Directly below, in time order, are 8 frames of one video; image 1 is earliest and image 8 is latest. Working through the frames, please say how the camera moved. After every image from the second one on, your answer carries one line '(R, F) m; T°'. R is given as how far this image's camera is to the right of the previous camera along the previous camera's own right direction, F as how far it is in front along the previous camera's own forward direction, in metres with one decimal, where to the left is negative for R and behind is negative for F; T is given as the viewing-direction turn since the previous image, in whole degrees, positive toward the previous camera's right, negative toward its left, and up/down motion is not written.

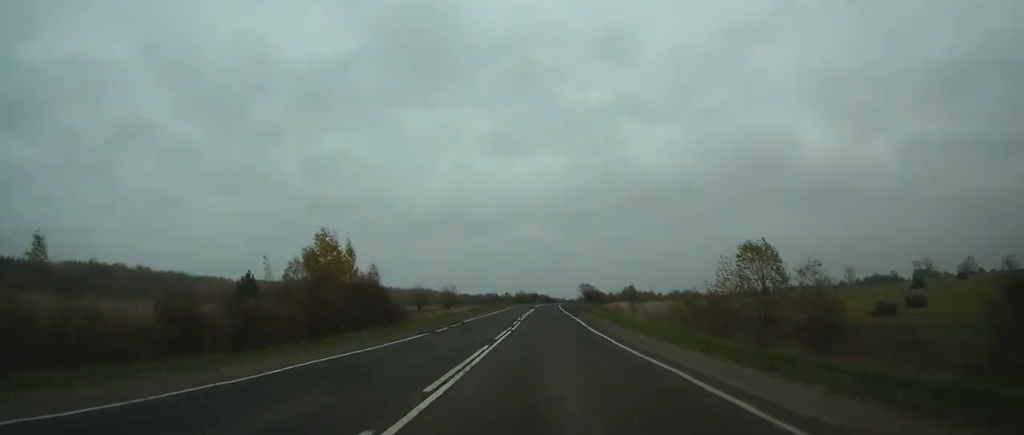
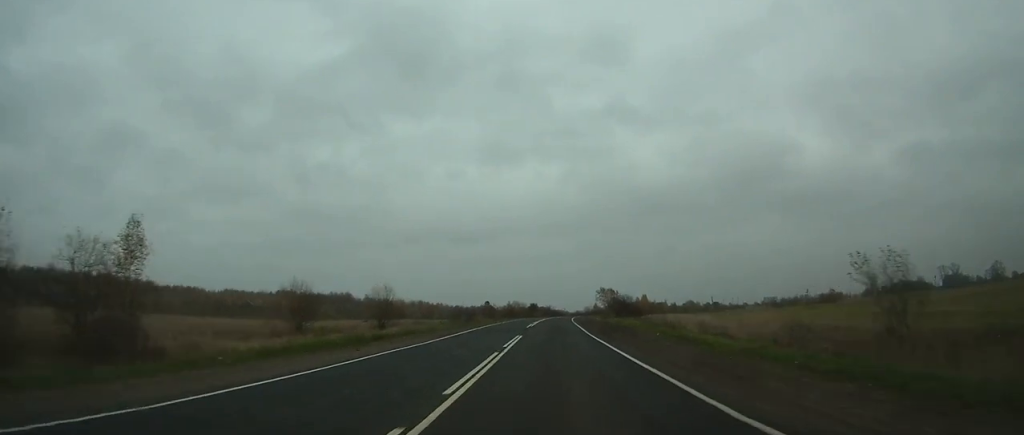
(+0.1, +45.2) m; 0°
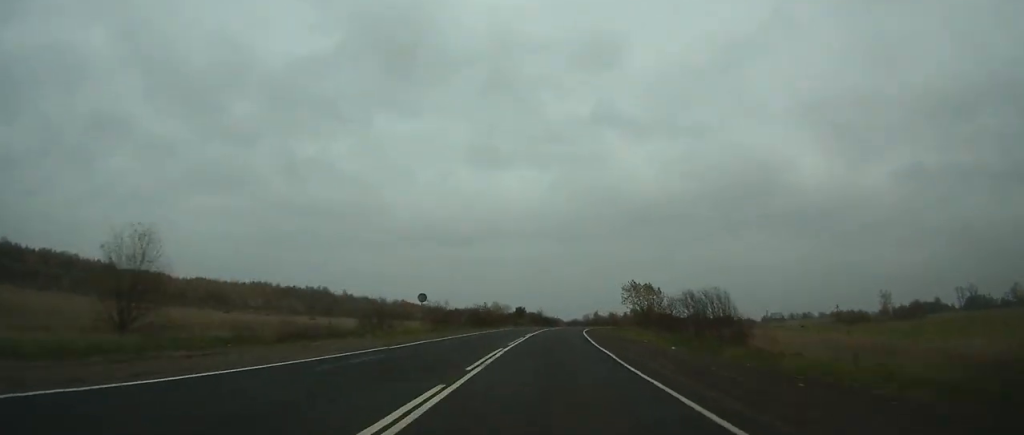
(+0.1, +39.4) m; +1°
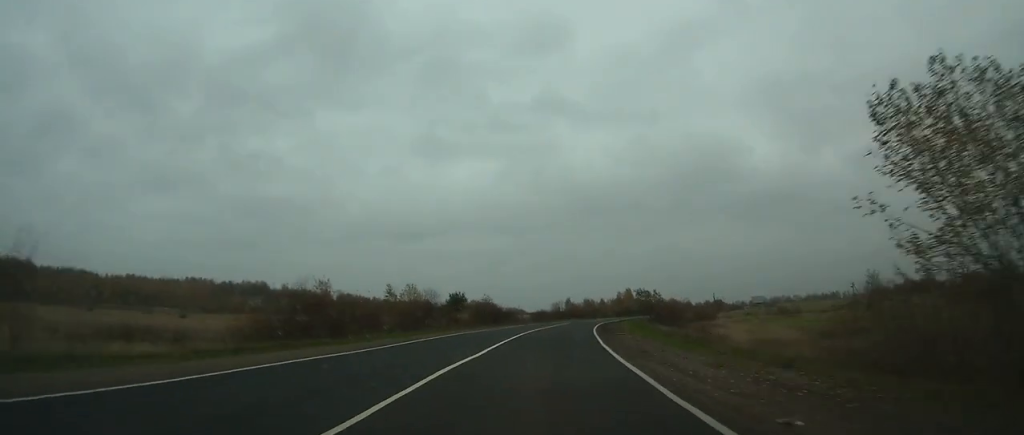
(+0.7, +49.9) m; +3°
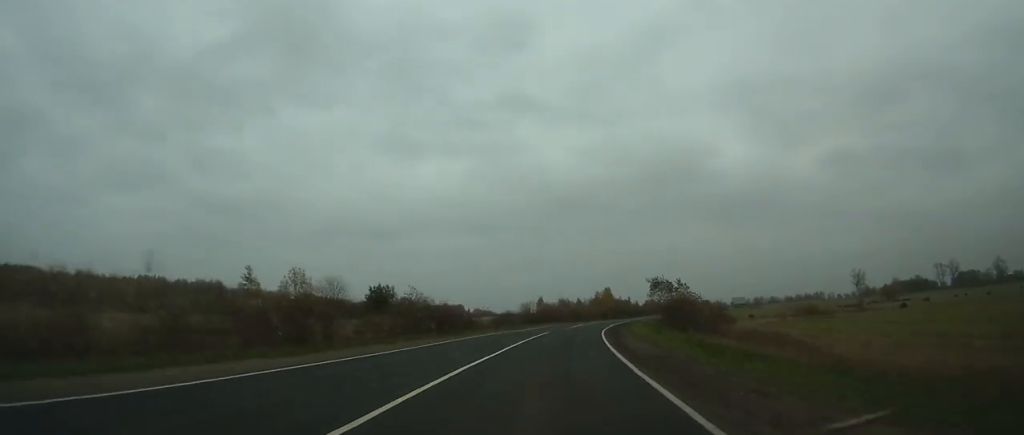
(+0.3, +27.4) m; +3°
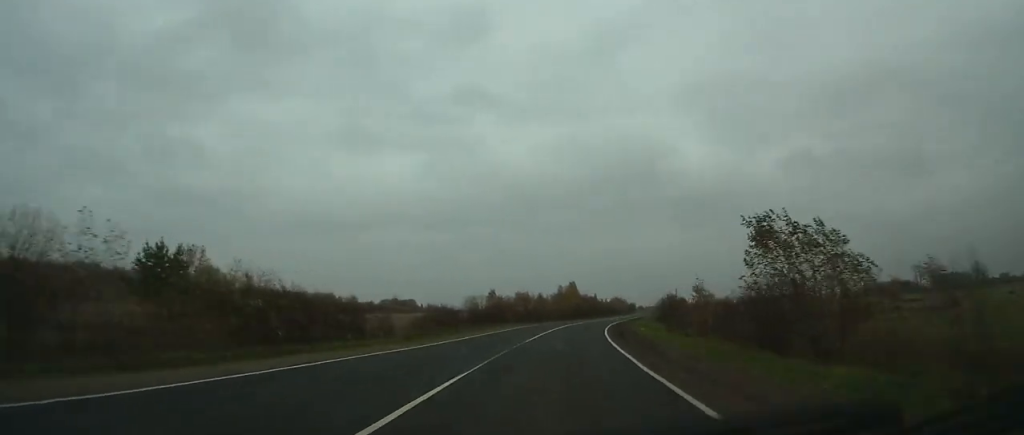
(+1.2, +29.0) m; +4°
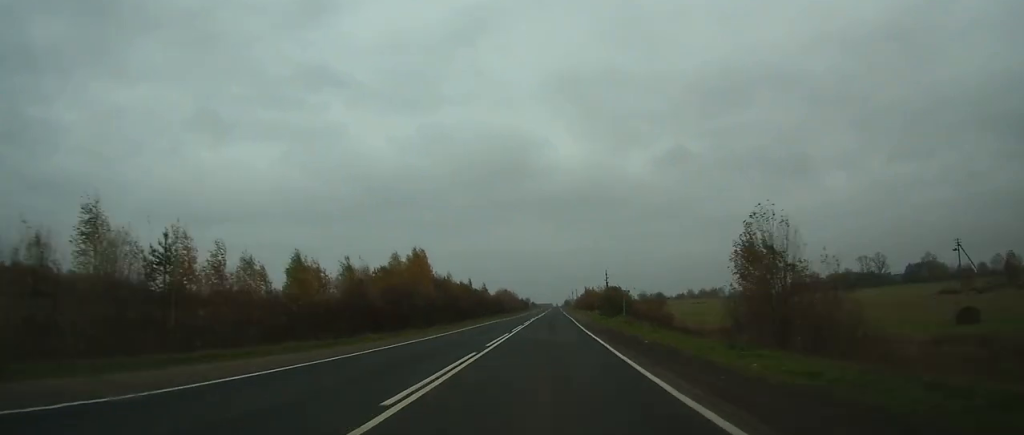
(+8.8, +87.8) m; +9°
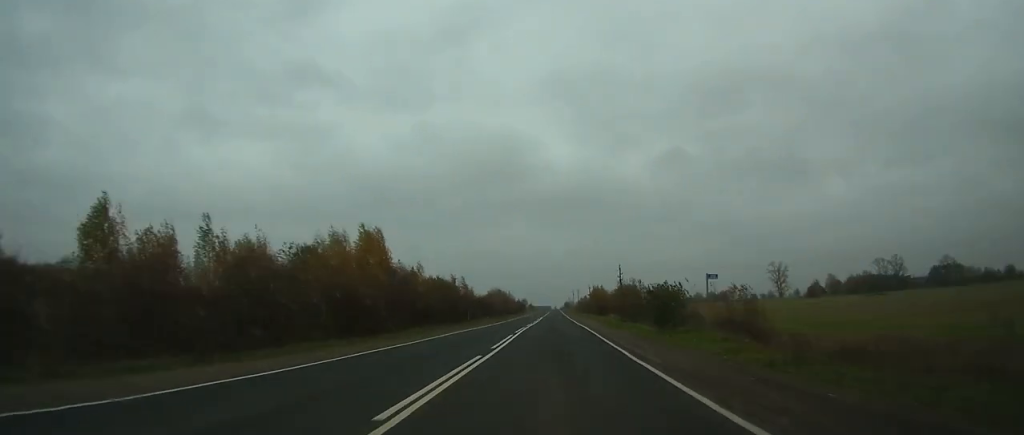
(+0.3, +25.3) m; +1°
